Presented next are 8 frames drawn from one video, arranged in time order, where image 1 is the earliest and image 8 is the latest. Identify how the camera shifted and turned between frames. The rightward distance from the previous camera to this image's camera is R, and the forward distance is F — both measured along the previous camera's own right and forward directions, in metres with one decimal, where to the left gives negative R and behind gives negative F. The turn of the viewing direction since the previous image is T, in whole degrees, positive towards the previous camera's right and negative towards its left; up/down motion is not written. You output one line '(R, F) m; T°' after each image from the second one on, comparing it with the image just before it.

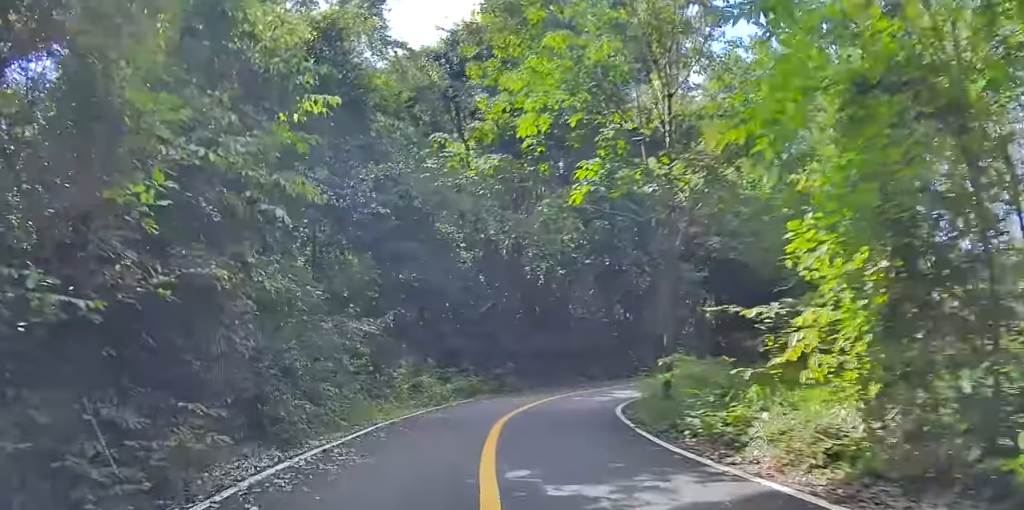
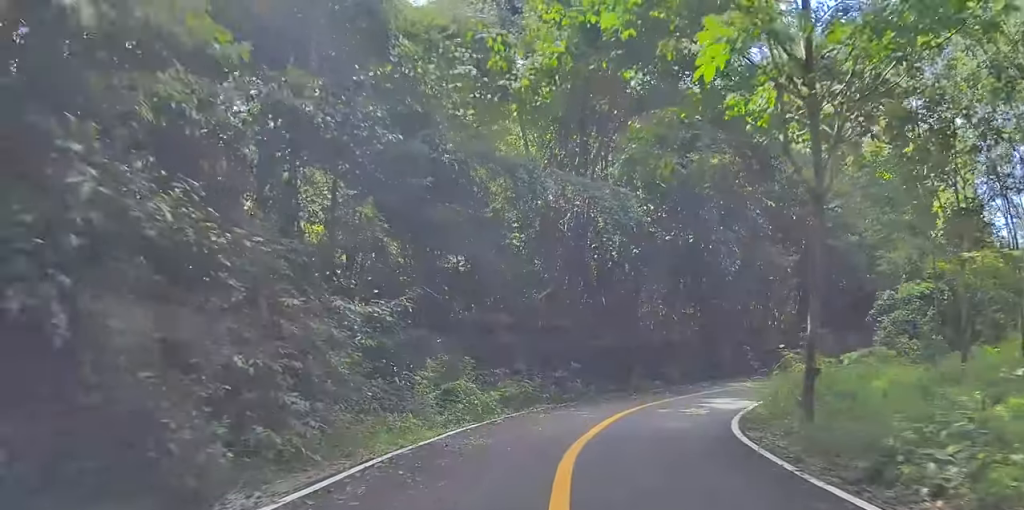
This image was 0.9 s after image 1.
(+0.8, +4.5) m; +21°
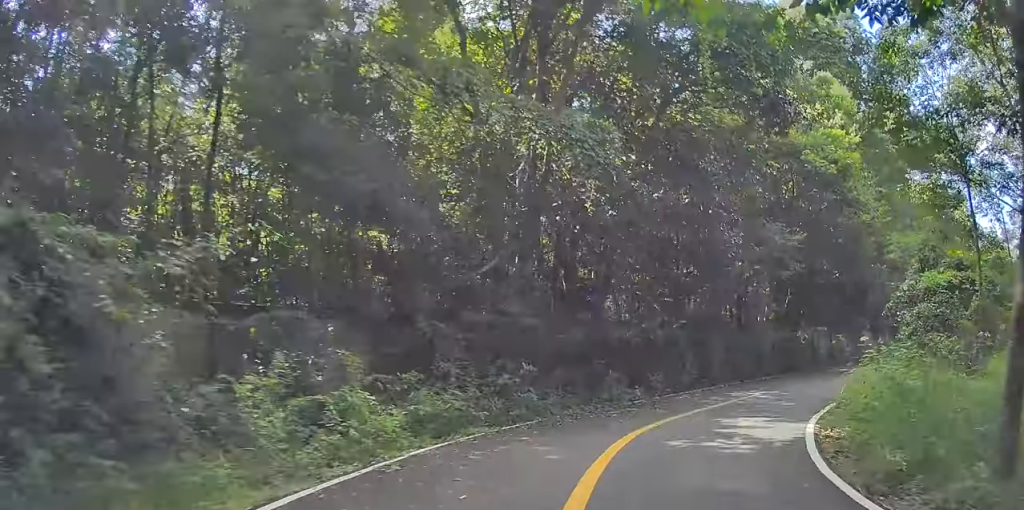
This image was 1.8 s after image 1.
(+1.2, +5.4) m; +16°
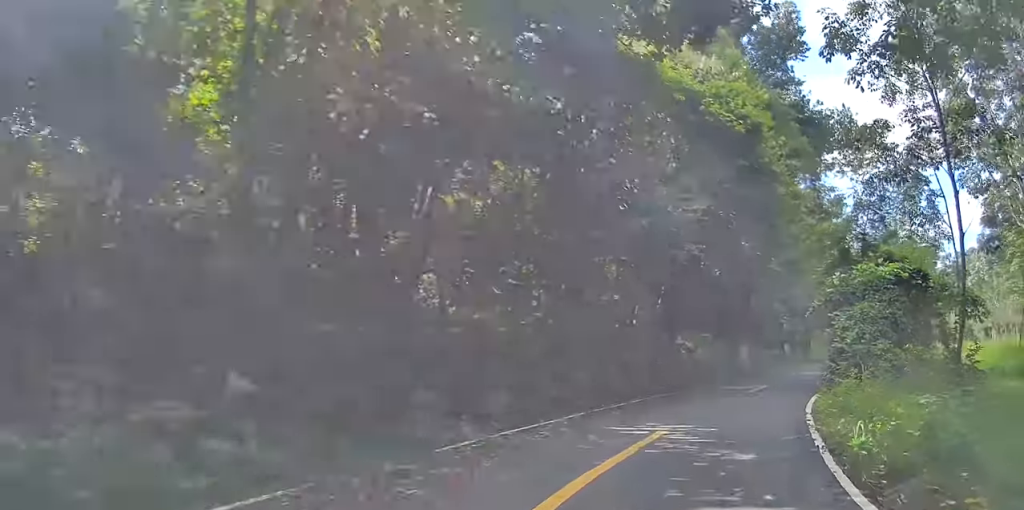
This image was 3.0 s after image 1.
(+0.2, +6.2) m; +2°
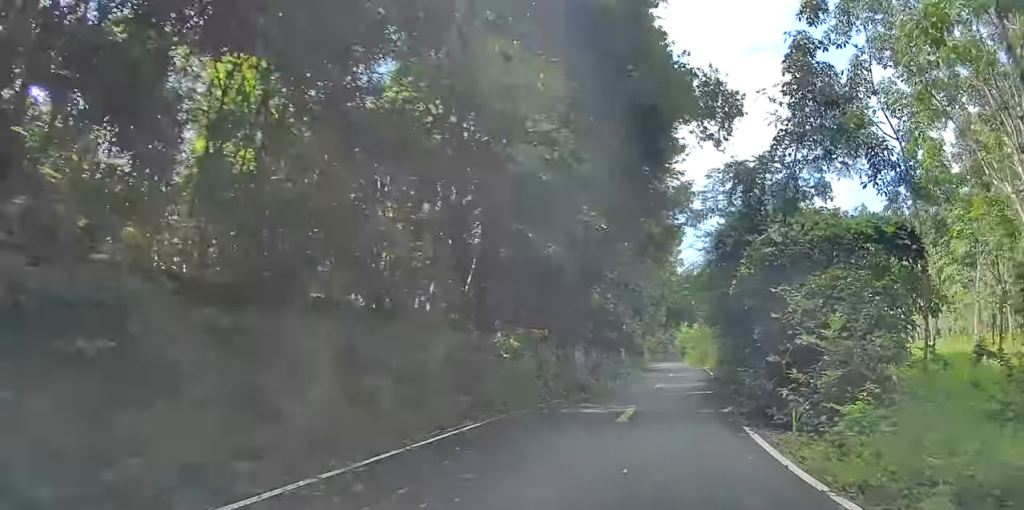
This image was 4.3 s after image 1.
(+0.4, +6.8) m; +9°
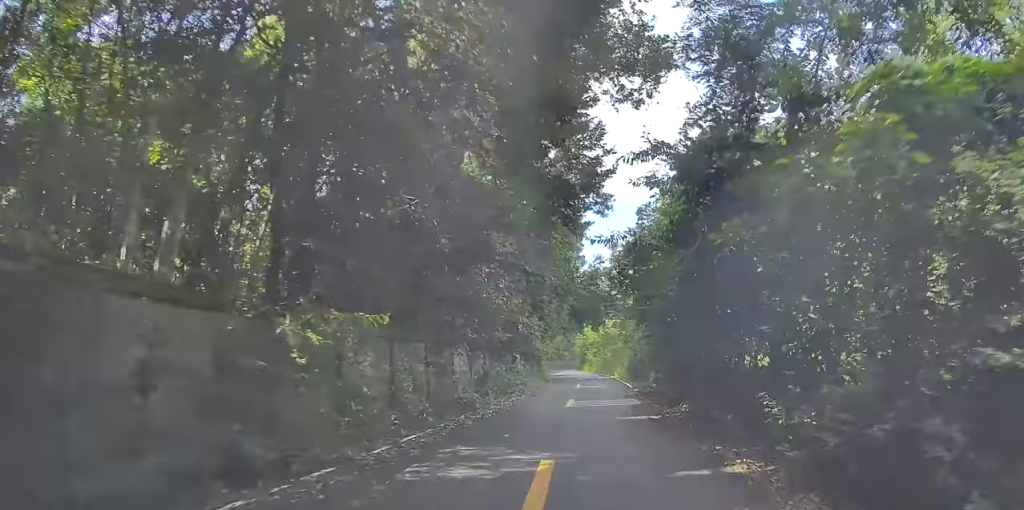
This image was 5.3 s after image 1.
(+0.2, +6.4) m; +2°
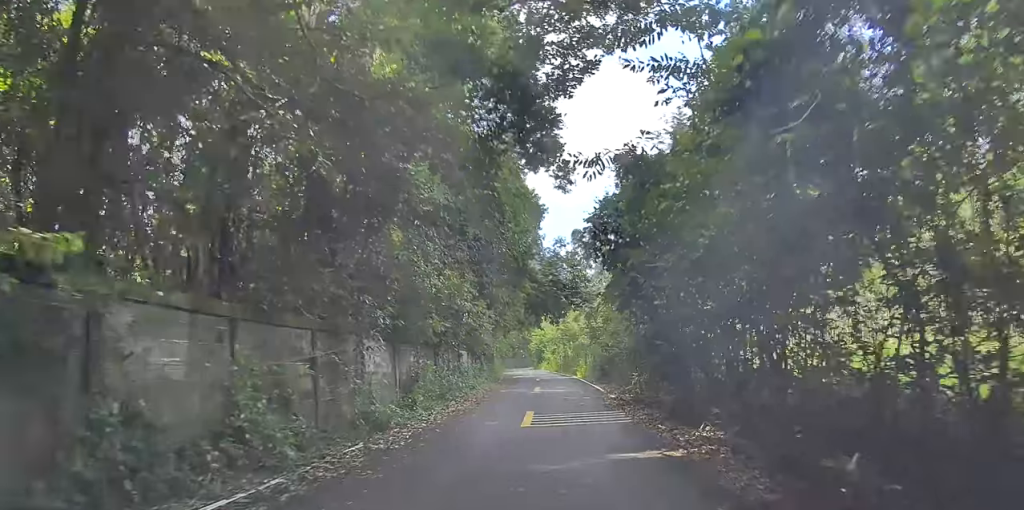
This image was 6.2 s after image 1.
(0.0, +5.2) m; 0°
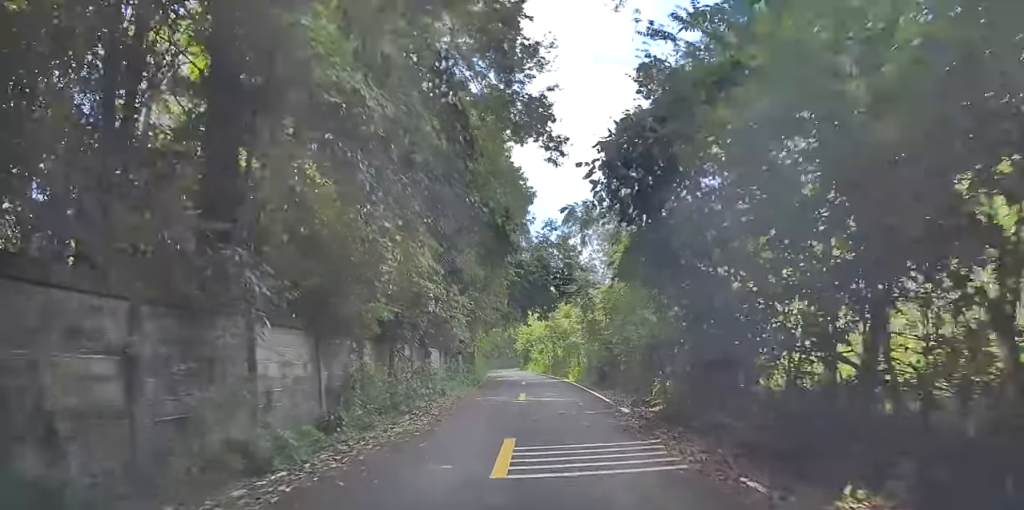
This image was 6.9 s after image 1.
(0.0, +4.8) m; +3°
